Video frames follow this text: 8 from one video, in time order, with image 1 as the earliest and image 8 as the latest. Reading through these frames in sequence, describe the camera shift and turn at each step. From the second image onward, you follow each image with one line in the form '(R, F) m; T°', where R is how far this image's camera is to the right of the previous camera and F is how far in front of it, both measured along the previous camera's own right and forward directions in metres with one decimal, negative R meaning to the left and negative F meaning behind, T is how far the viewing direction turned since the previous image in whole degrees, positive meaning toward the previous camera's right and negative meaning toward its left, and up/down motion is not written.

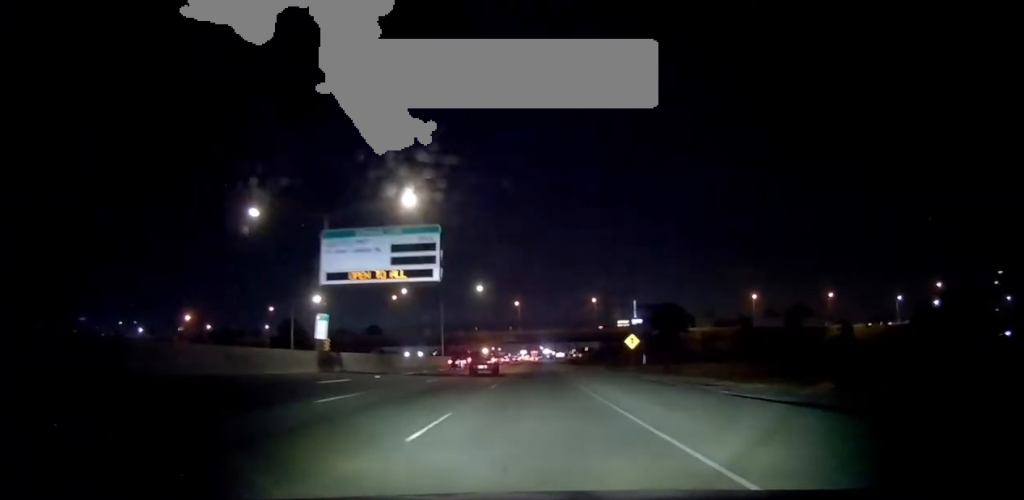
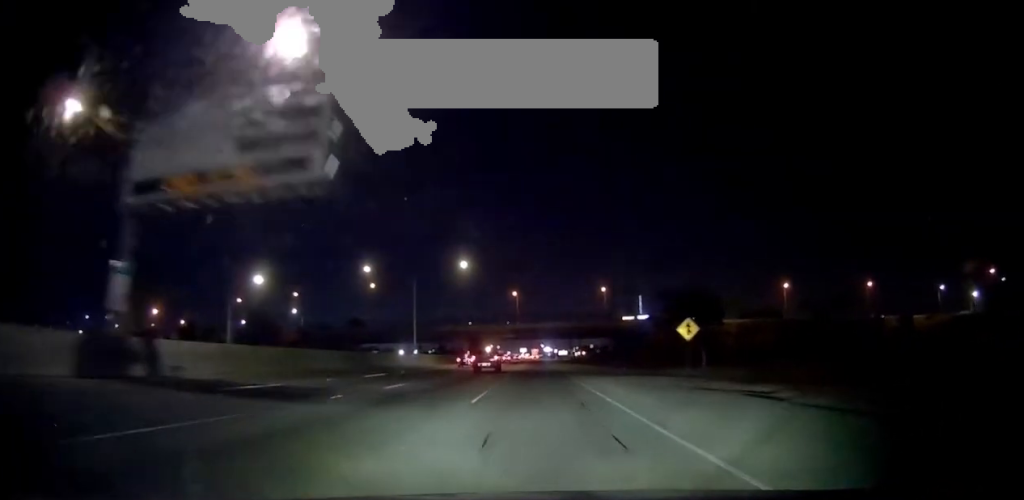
(+0.1, +22.6) m; 0°
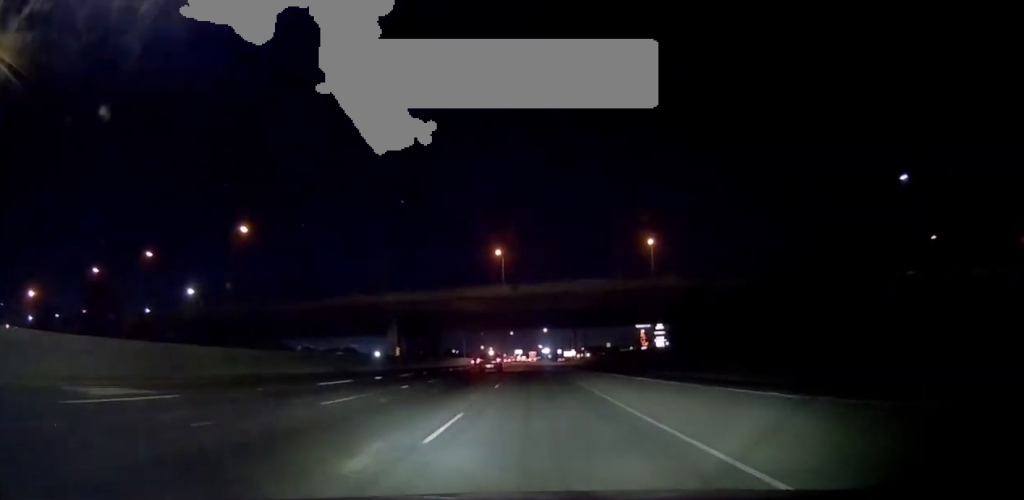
(-0.2, +65.3) m; 0°
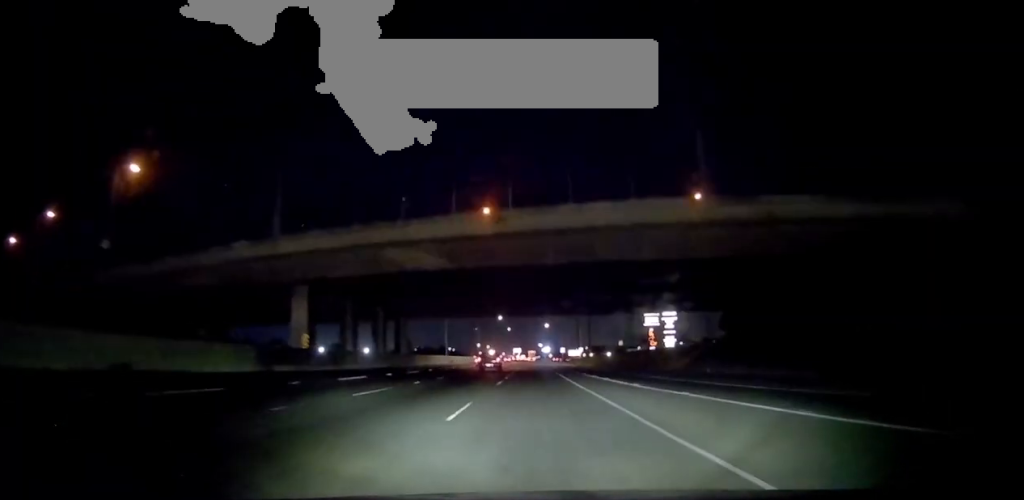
(+0.4, +26.1) m; 0°
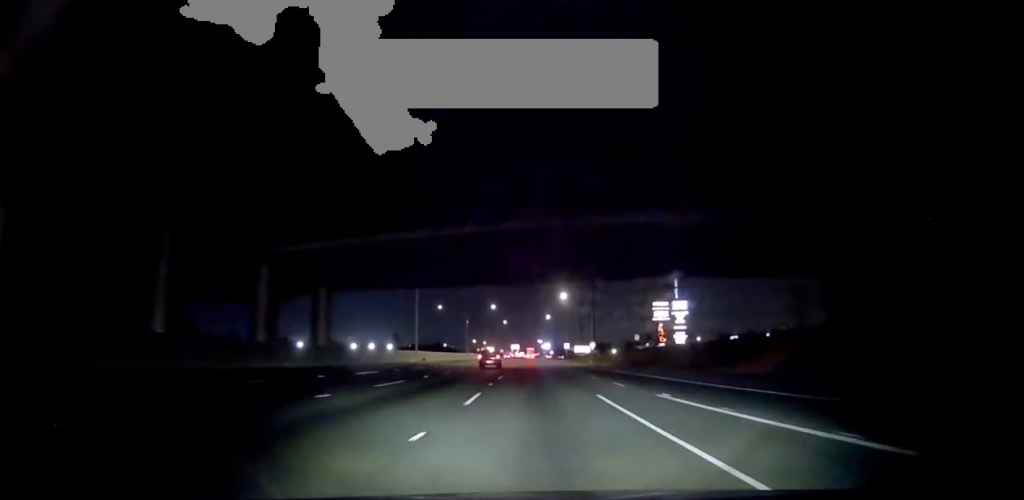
(-0.4, +26.2) m; 0°
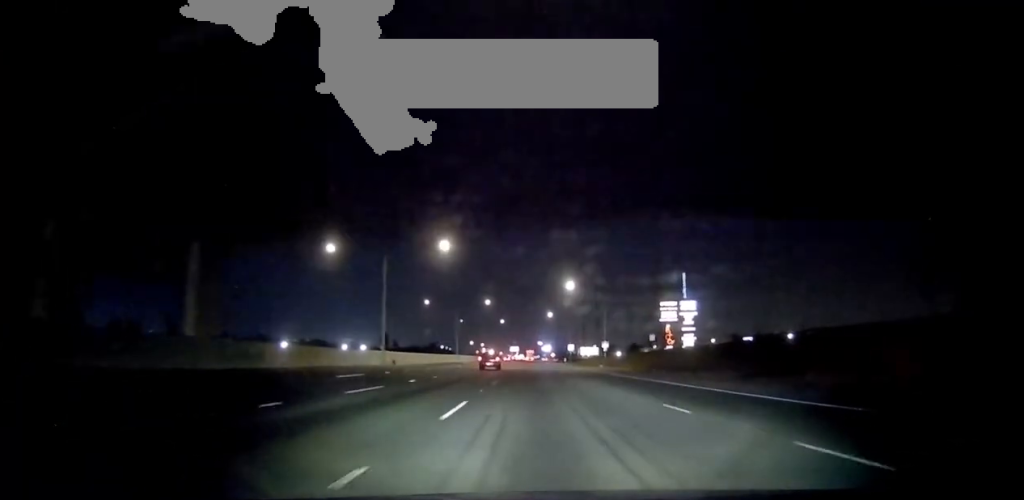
(+0.2, +17.4) m; 0°
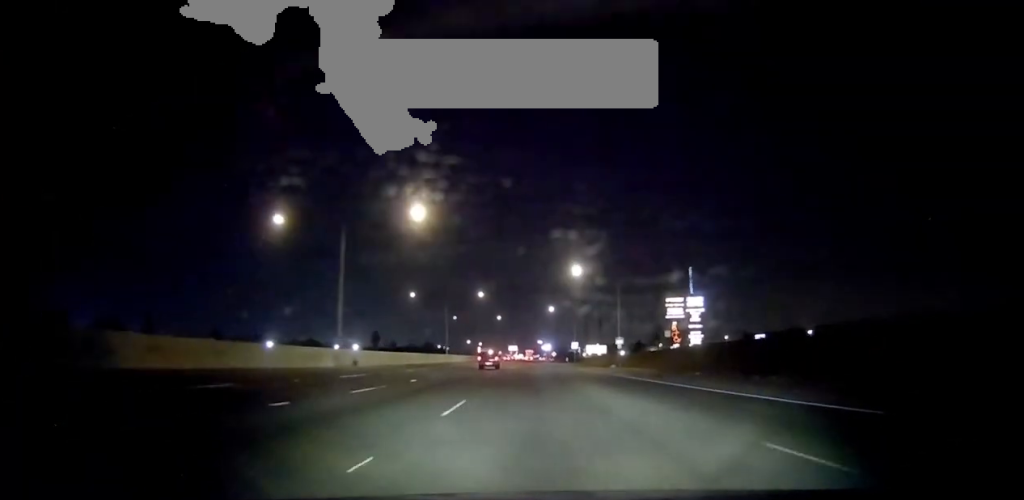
(+0.2, +13.9) m; 0°
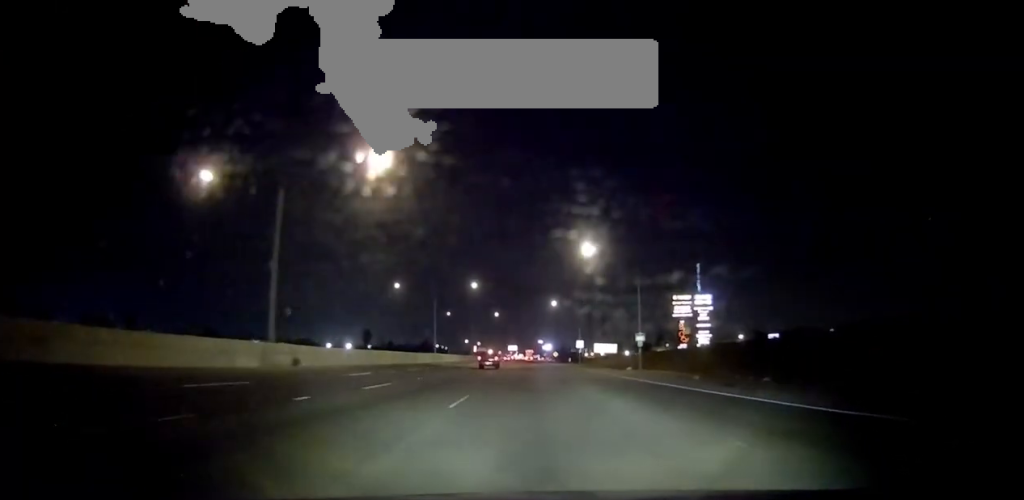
(-0.3, +13.1) m; +1°
